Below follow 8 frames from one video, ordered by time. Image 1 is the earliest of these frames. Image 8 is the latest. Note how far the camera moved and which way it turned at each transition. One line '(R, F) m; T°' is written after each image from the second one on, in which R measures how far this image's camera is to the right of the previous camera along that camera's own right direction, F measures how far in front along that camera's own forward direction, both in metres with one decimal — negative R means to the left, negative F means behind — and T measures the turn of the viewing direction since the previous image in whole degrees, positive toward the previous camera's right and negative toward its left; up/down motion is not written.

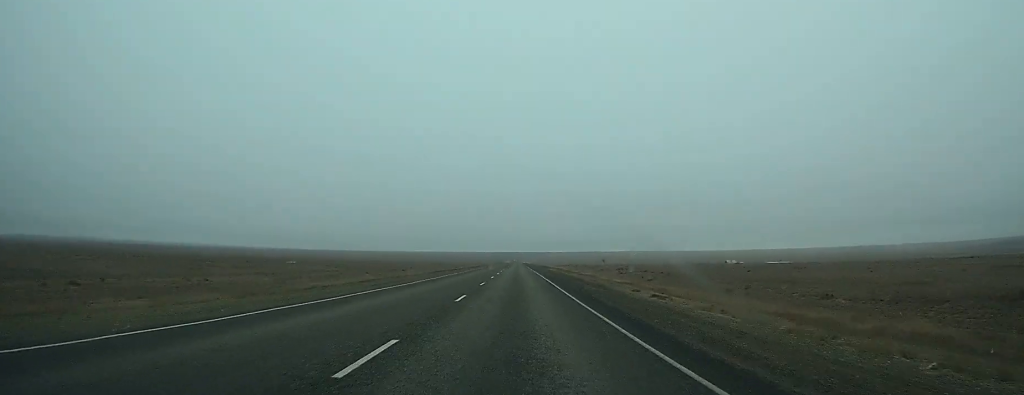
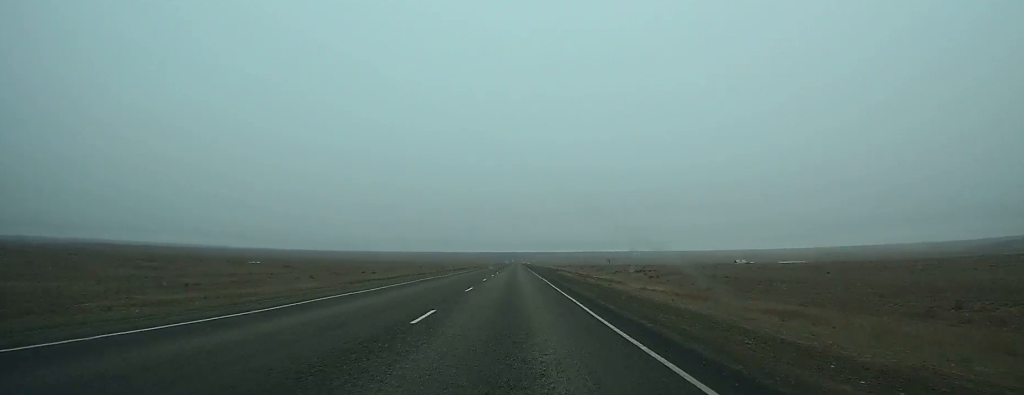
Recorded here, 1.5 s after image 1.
(0.0, +30.1) m; 0°
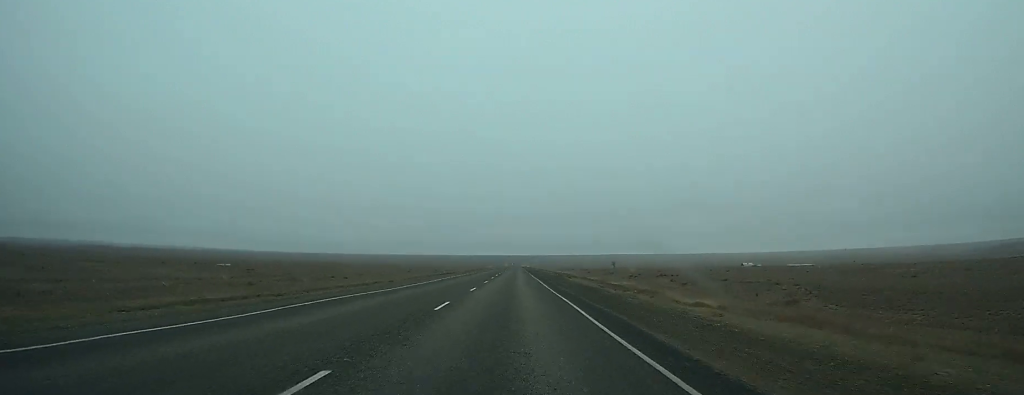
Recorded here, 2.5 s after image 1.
(+0.1, +19.4) m; 0°
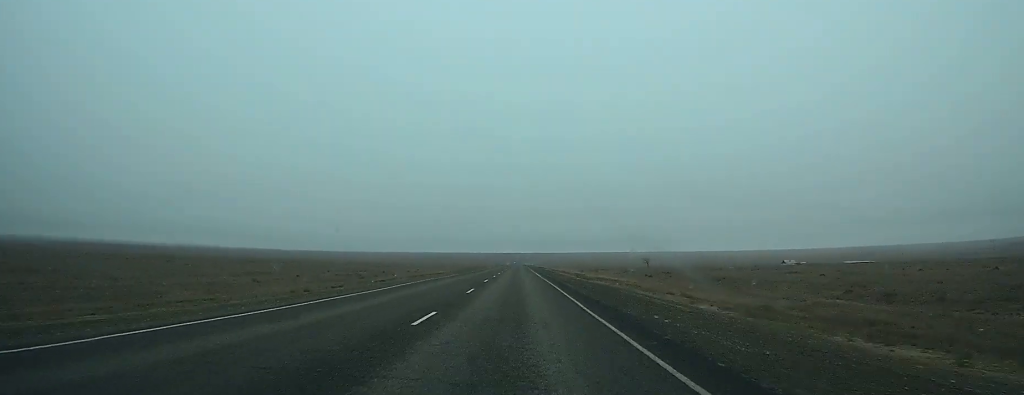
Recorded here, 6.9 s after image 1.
(-0.5, +88.8) m; 0°
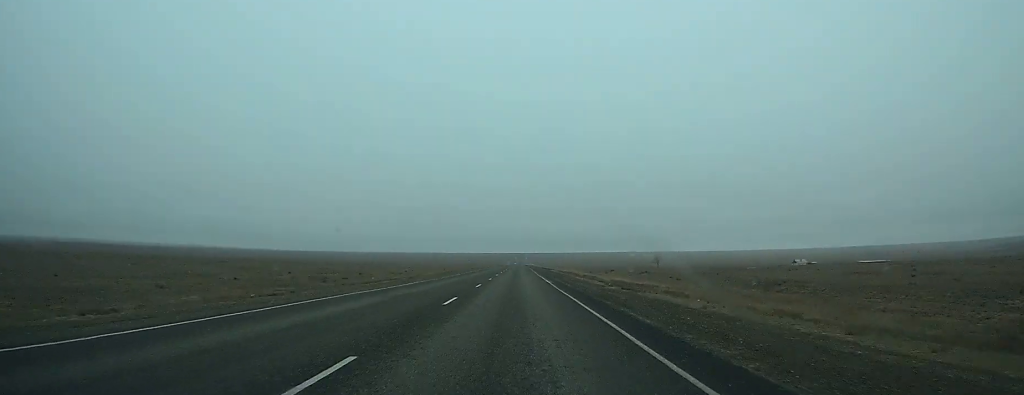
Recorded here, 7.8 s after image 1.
(0.0, +20.0) m; 0°
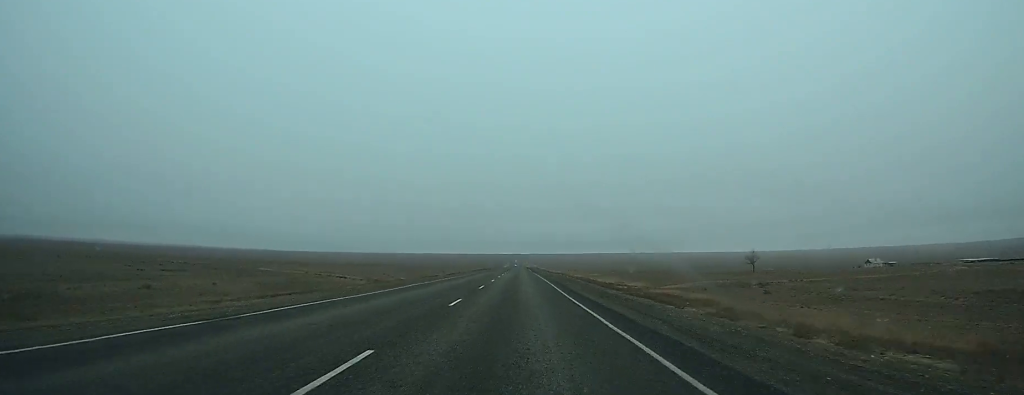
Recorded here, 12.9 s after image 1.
(+0.5, +106.1) m; 0°
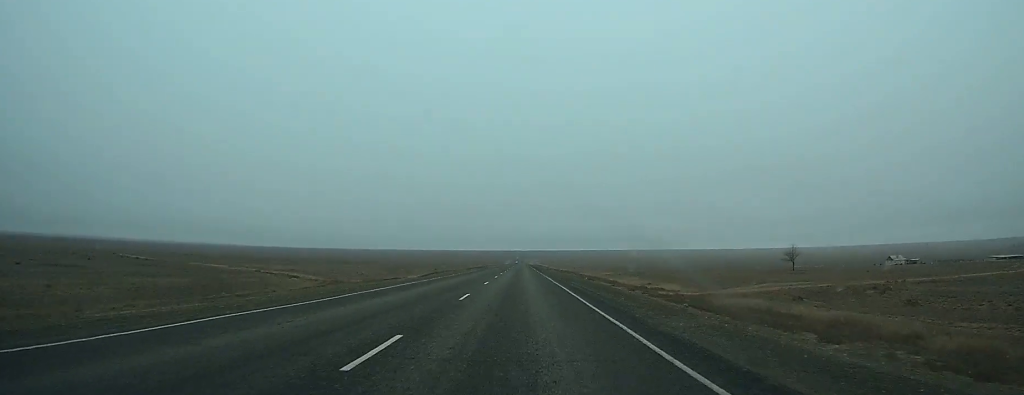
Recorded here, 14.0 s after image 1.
(-0.1, +21.9) m; 0°
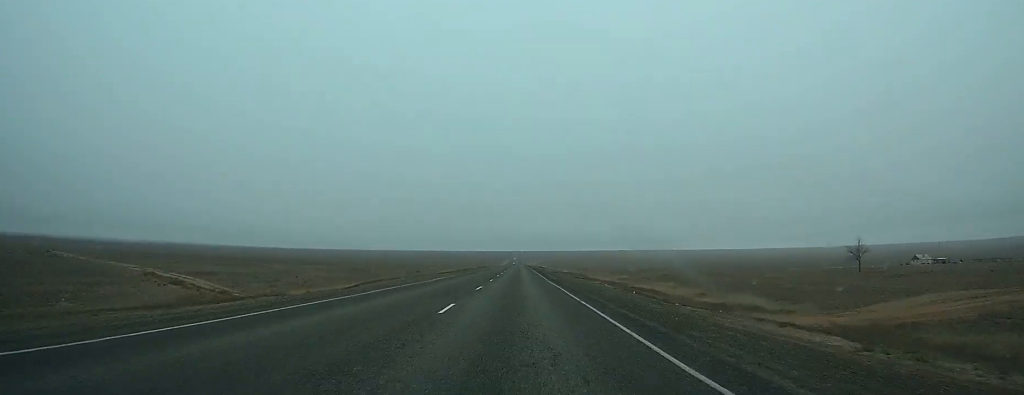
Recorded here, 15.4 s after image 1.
(-0.1, +29.0) m; 0°
